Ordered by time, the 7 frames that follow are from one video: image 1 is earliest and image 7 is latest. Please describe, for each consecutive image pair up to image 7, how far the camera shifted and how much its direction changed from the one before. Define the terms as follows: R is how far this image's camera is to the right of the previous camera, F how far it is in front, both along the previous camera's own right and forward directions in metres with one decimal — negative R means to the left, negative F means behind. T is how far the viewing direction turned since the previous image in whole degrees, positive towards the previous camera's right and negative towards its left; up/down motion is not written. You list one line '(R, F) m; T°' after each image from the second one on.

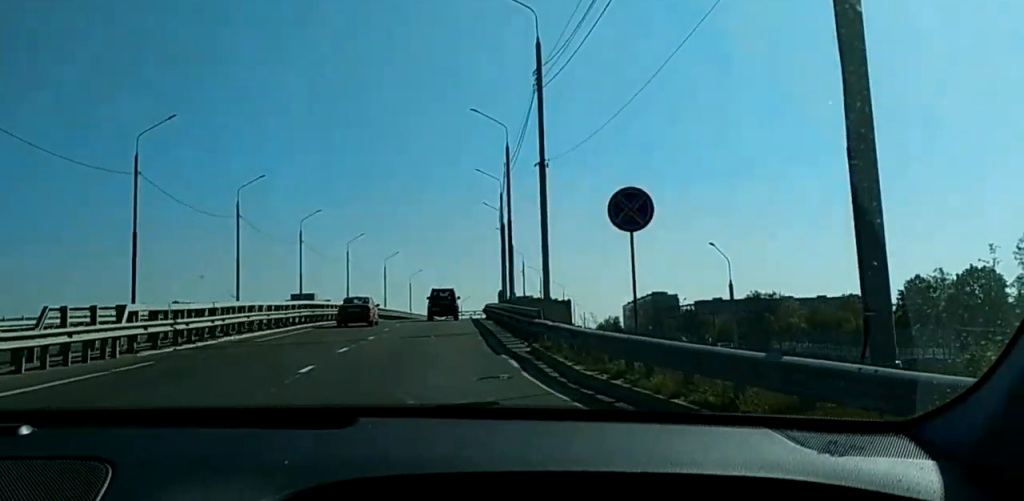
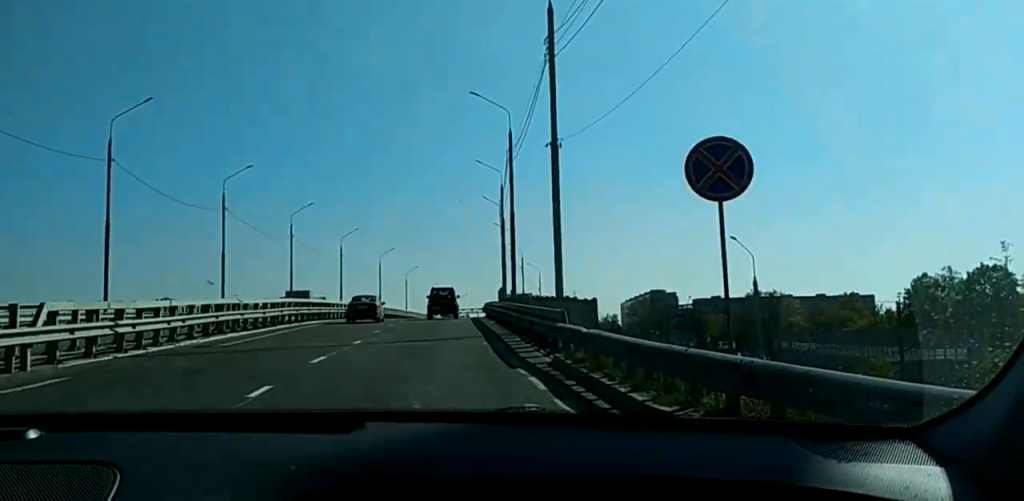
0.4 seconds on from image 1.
(+0.1, +5.2) m; -1°
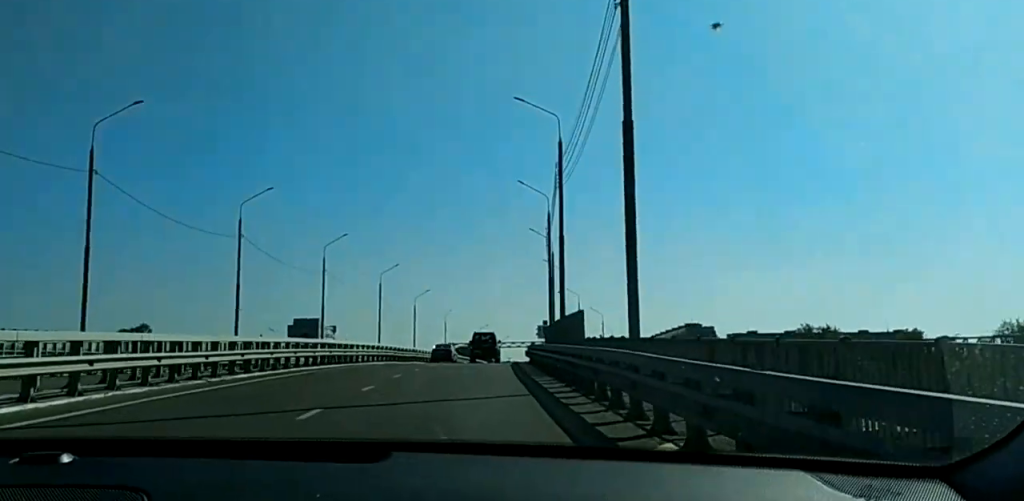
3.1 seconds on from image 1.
(-0.1, +37.5) m; +1°
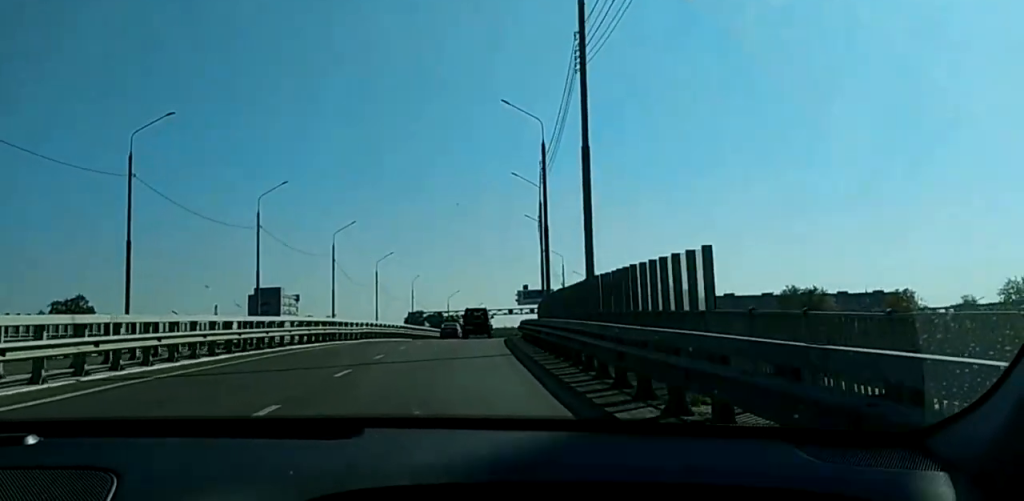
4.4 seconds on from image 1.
(-0.4, +19.1) m; -2°
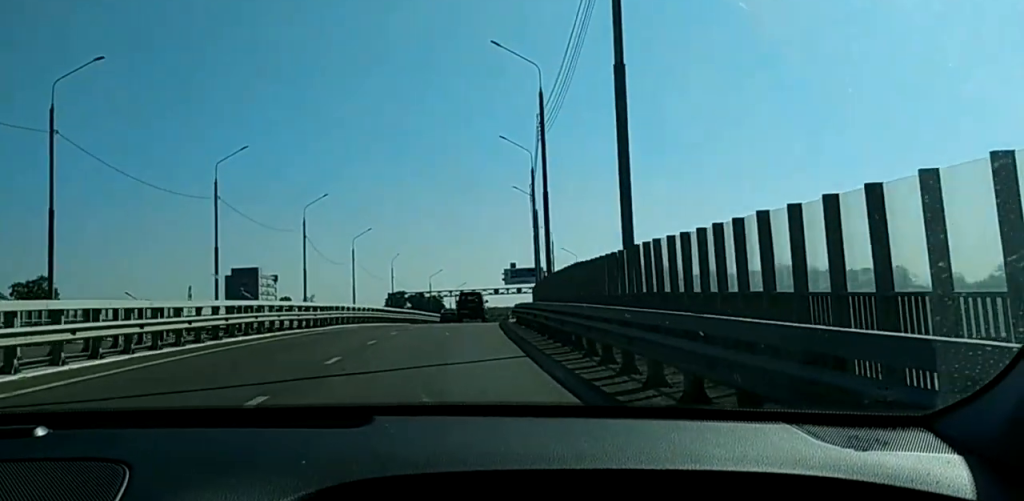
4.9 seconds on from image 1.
(0.0, +8.6) m; +1°
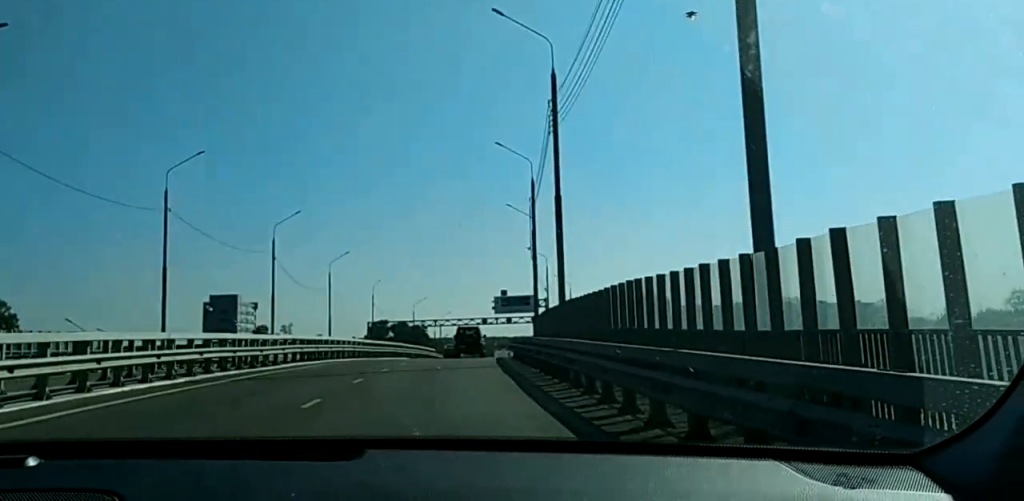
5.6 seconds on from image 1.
(+0.1, +11.1) m; +2°
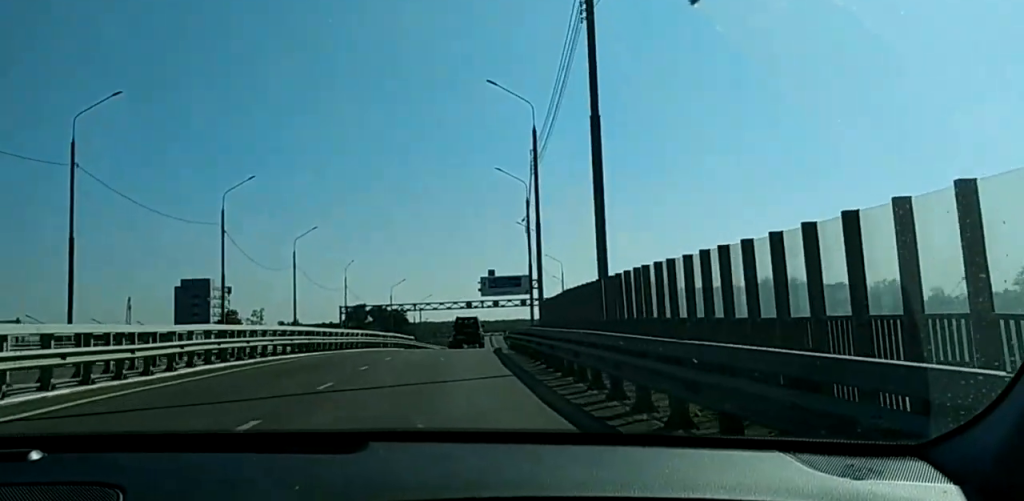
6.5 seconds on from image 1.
(+0.4, +13.7) m; +1°
